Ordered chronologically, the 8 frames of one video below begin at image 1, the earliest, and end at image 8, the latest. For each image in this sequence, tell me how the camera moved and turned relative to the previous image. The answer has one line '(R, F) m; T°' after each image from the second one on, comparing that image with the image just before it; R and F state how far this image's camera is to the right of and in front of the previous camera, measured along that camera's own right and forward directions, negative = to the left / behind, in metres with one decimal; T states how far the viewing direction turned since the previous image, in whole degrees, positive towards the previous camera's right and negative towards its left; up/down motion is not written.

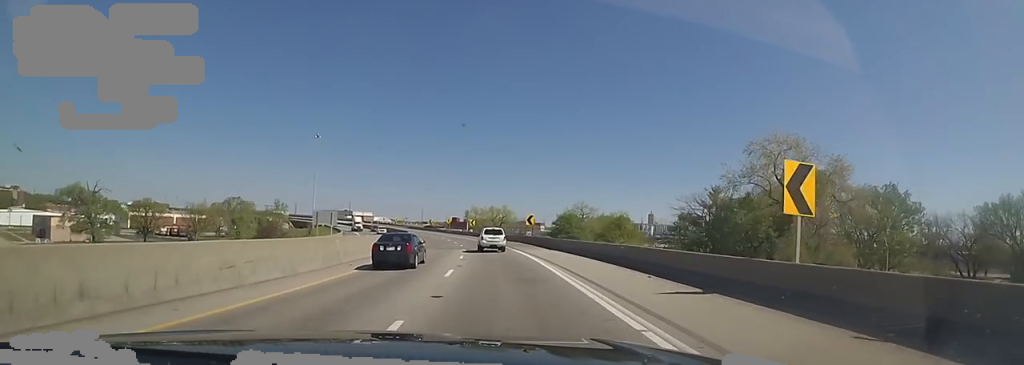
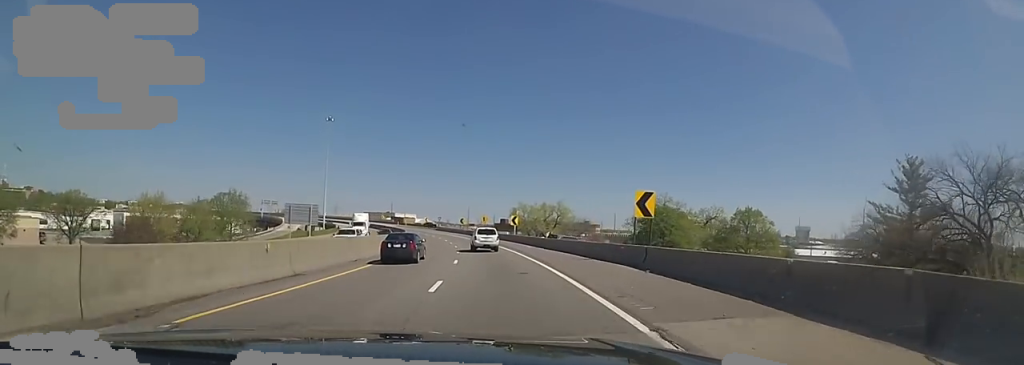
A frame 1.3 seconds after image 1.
(-2.5, +33.9) m; -9°
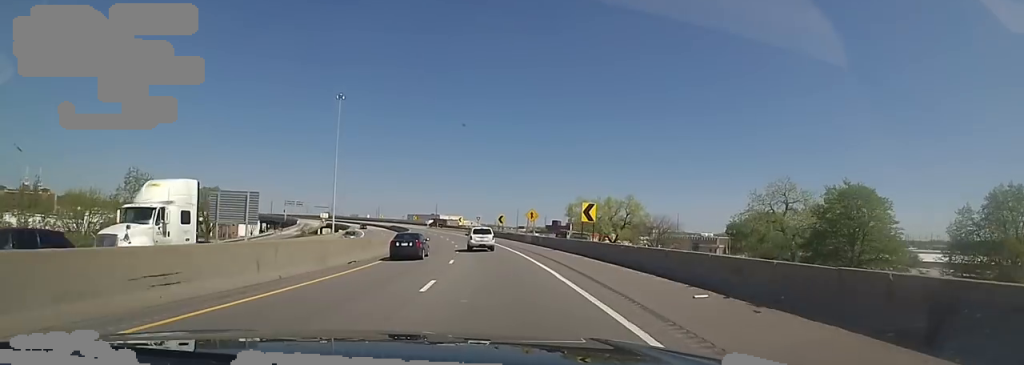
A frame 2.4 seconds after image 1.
(-1.6, +29.2) m; -4°
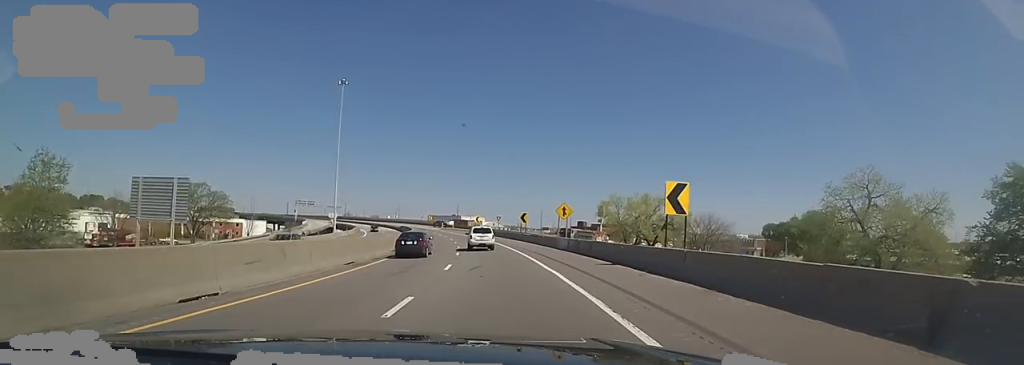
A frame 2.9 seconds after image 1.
(+0.1, +13.3) m; -2°
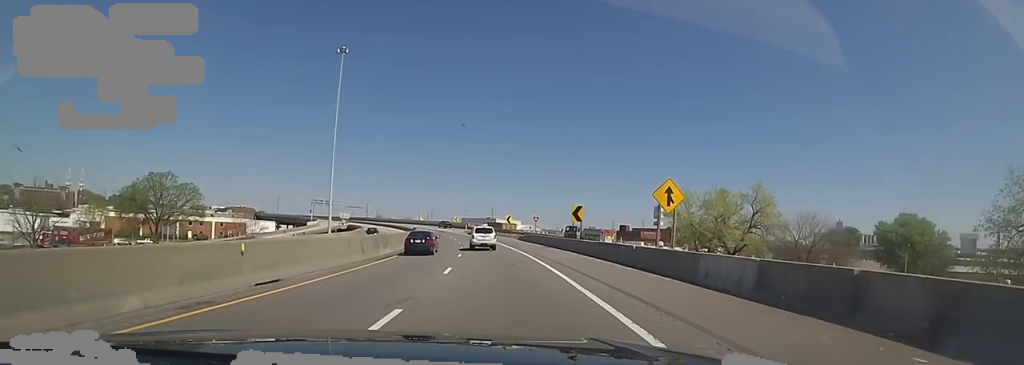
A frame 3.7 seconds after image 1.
(-0.8, +21.3) m; -4°
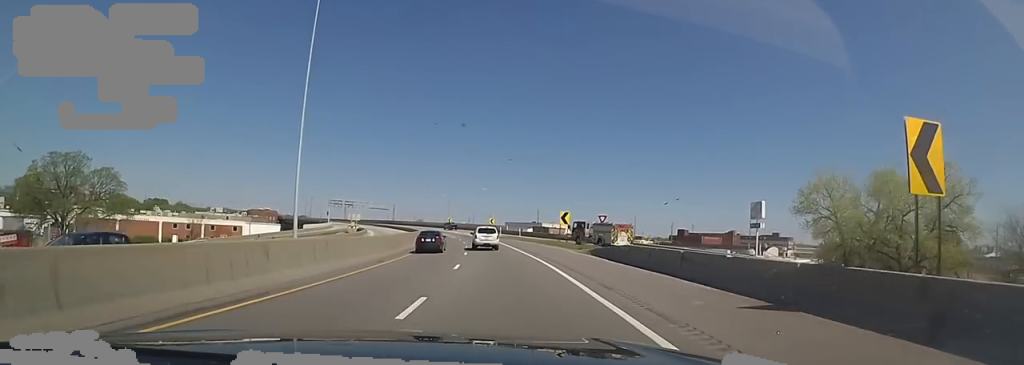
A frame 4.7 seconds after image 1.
(-1.4, +28.0) m; -5°
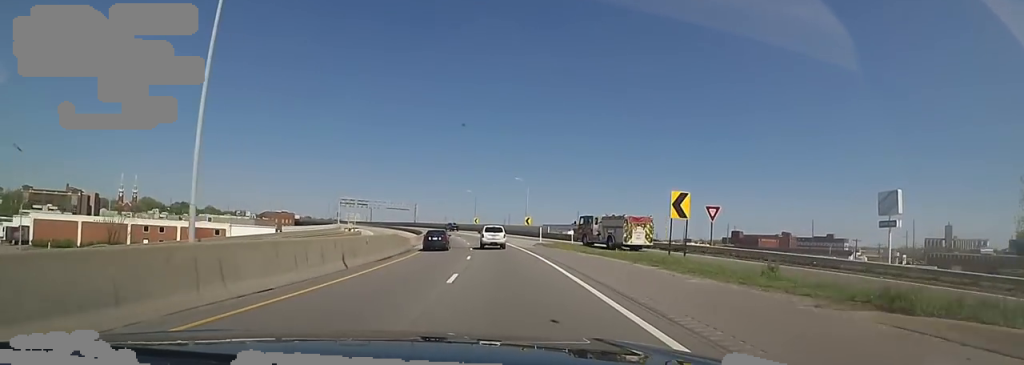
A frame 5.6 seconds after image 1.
(-0.8, +24.7) m; -6°
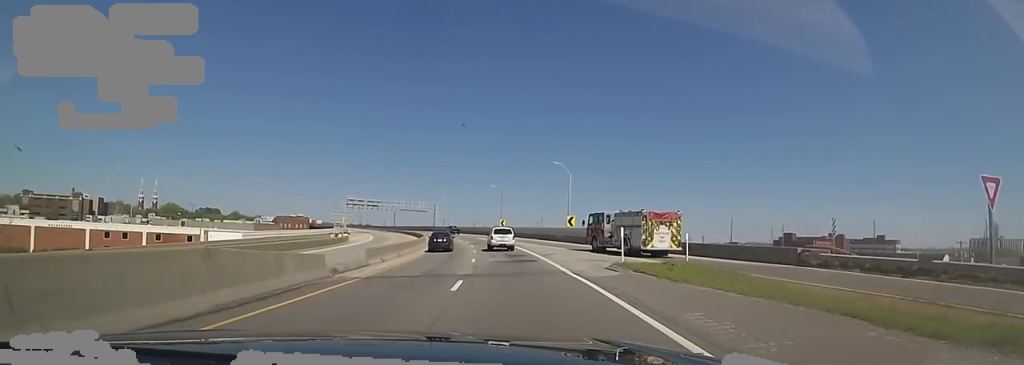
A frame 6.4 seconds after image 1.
(-1.4, +21.3) m; -6°
